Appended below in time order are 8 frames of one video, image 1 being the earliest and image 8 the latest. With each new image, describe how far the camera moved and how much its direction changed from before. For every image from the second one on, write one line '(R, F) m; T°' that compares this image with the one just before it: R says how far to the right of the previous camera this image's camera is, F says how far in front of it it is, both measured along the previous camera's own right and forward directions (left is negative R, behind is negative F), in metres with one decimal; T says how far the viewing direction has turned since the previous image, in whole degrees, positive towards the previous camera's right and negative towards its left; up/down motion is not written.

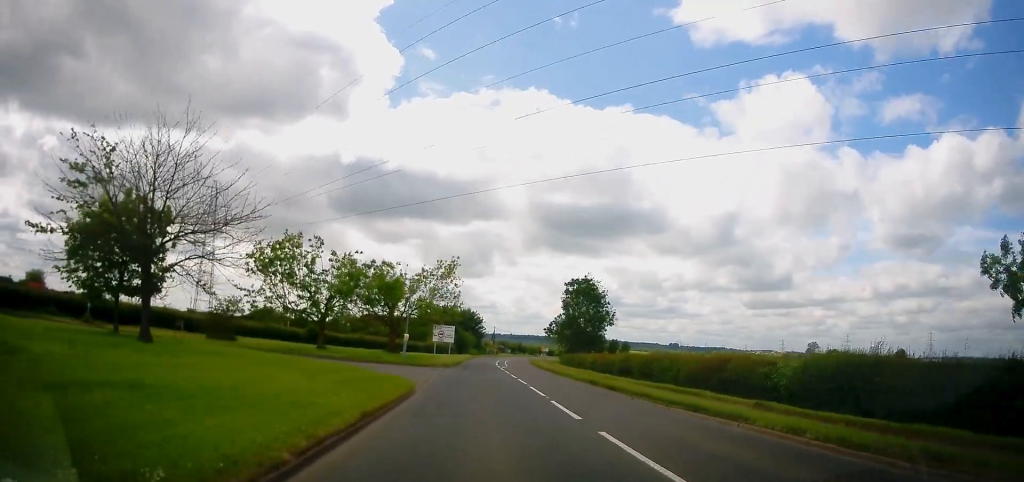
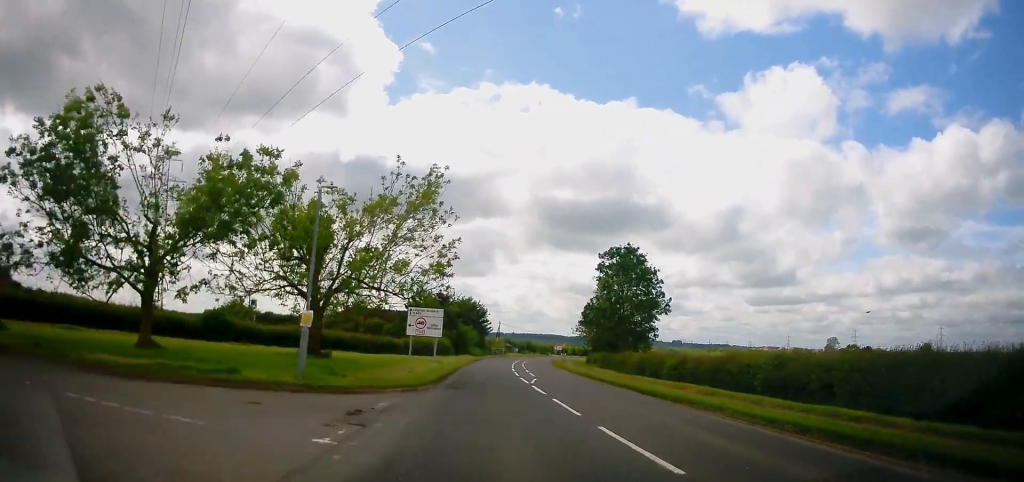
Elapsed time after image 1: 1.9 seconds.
(-0.1, +23.2) m; +1°
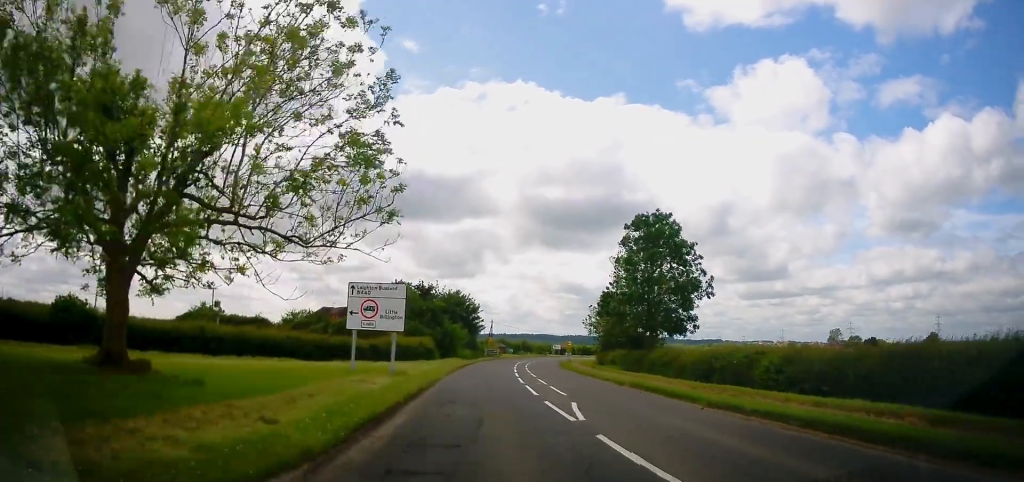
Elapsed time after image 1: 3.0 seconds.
(+0.5, +13.5) m; +1°
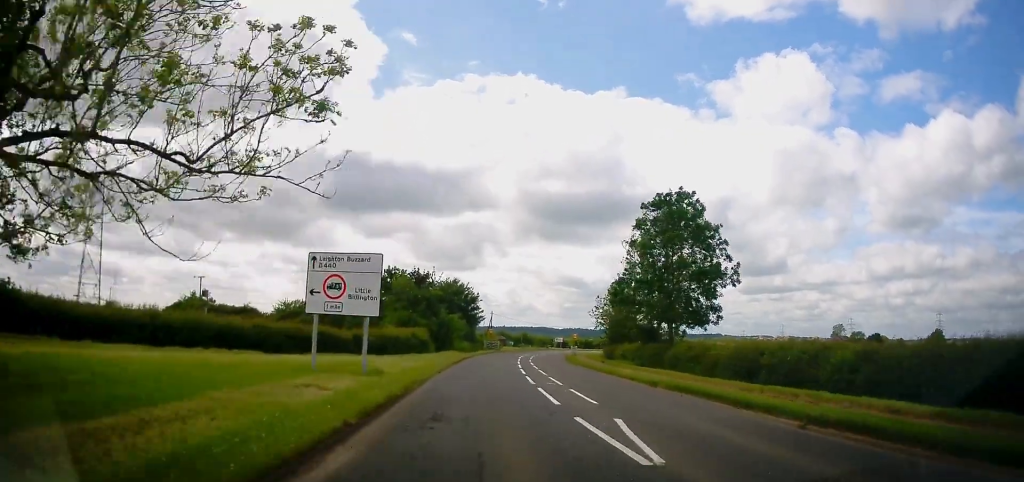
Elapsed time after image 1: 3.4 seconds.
(+0.1, +4.8) m; -1°
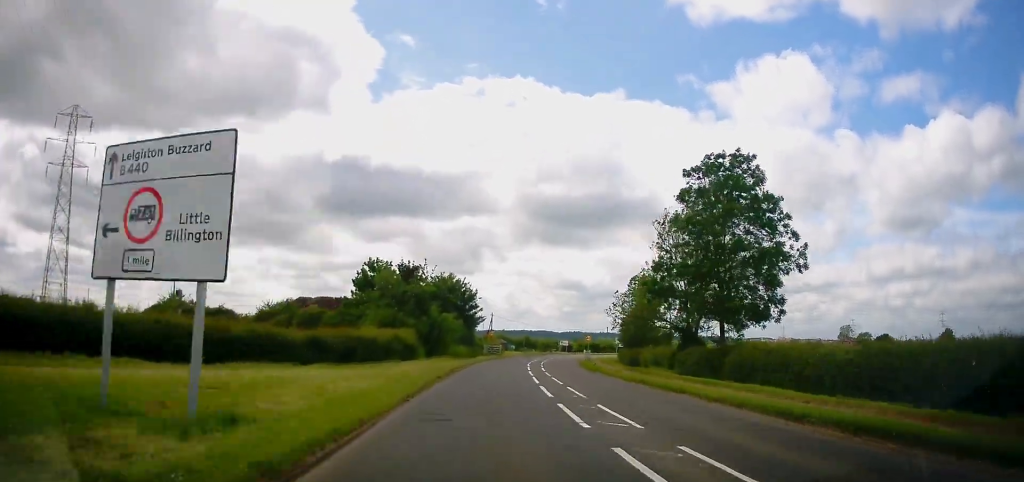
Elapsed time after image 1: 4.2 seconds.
(-0.3, +9.2) m; -1°
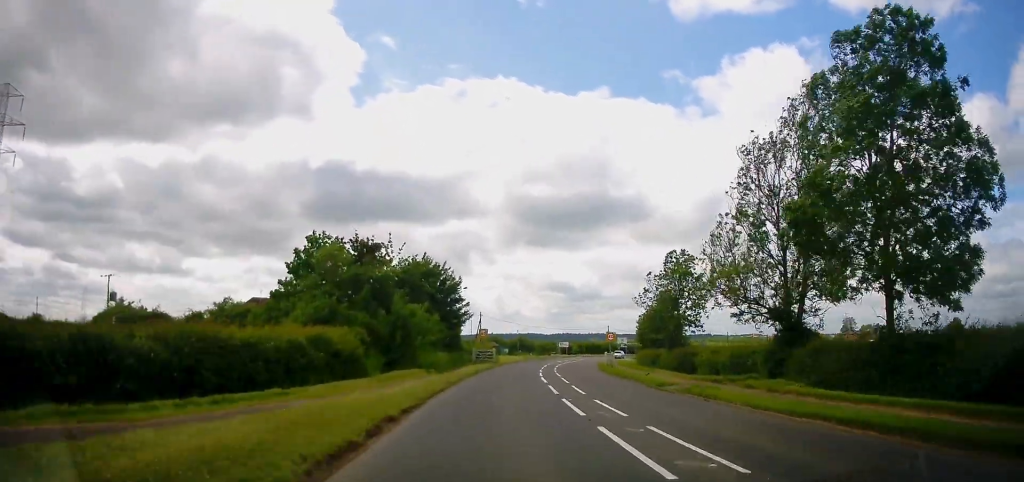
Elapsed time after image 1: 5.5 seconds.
(+0.2, +15.5) m; +2°
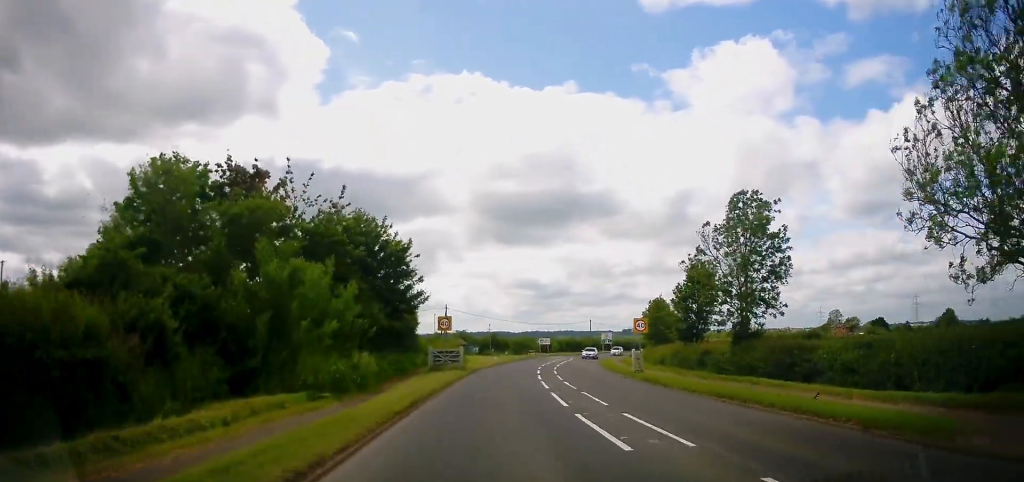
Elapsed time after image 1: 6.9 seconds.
(+0.4, +16.6) m; +3°
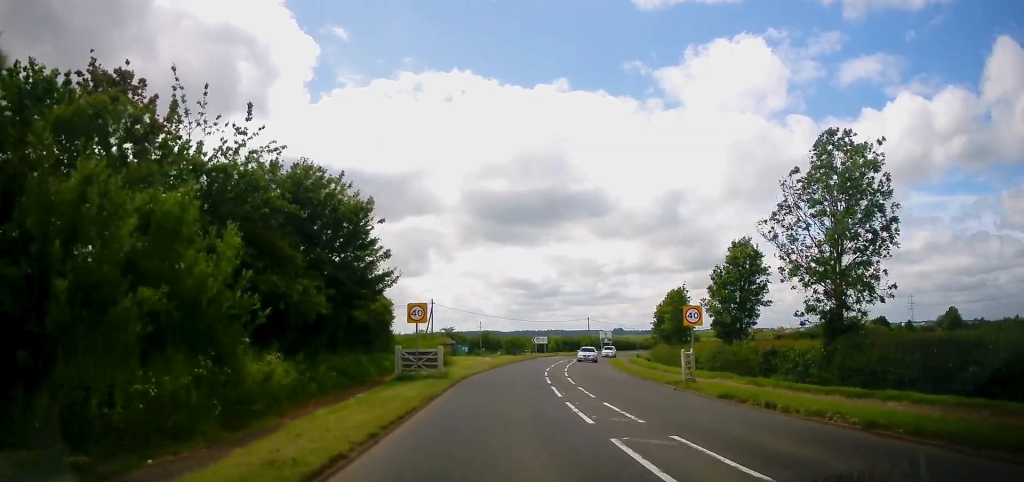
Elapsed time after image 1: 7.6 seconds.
(+0.4, +9.1) m; 0°
